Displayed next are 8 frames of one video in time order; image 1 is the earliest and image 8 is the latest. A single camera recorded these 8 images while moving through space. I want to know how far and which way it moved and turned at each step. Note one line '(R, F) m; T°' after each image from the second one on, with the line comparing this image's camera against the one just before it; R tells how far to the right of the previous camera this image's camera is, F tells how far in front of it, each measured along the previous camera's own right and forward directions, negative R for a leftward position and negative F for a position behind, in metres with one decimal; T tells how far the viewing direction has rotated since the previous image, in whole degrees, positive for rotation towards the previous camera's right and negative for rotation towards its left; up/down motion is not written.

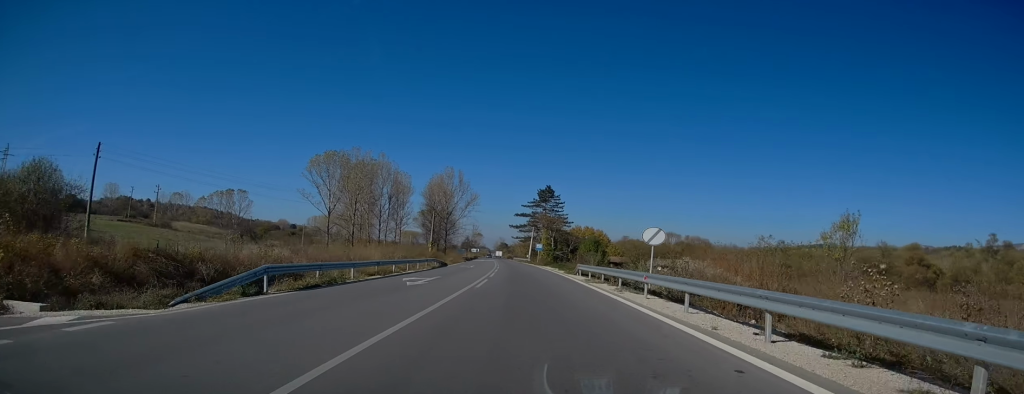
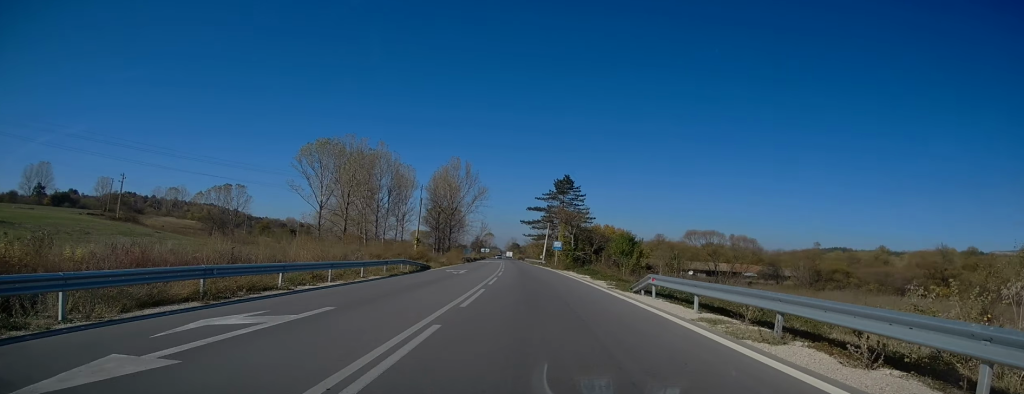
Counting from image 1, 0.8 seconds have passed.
(+0.2, +15.1) m; -1°
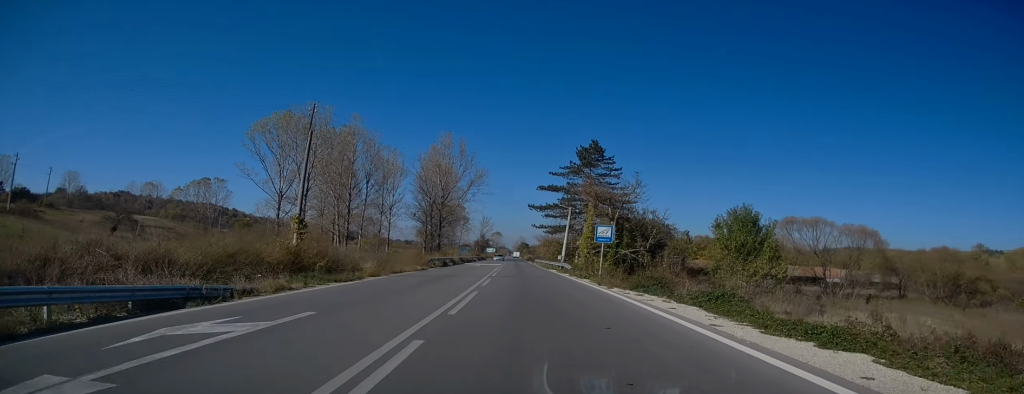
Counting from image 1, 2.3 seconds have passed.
(-0.7, +26.4) m; -2°
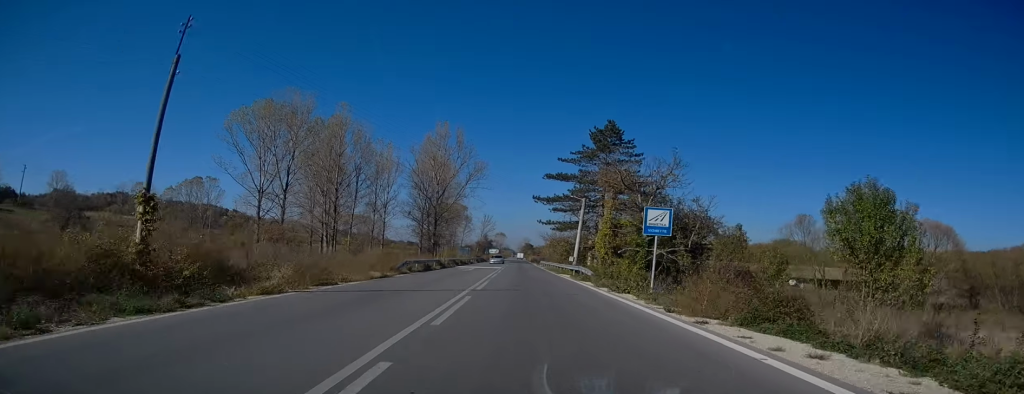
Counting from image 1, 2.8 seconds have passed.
(0.0, +9.7) m; 0°
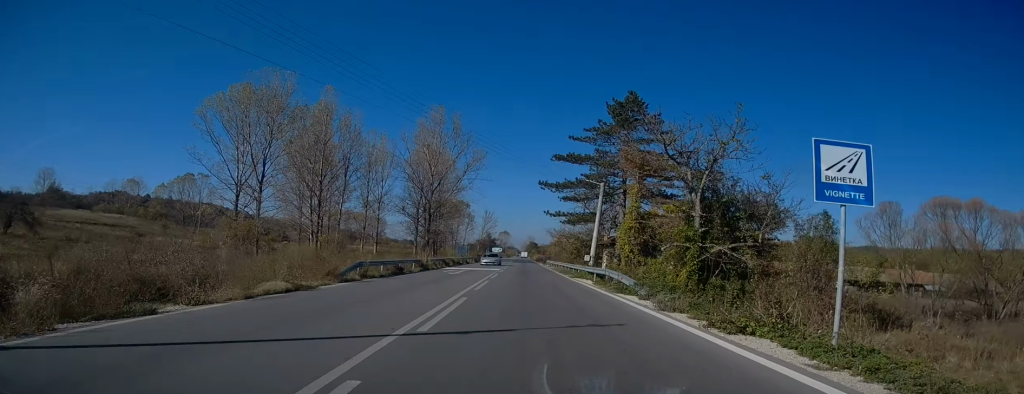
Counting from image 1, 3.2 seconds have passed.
(0.0, +9.4) m; 0°
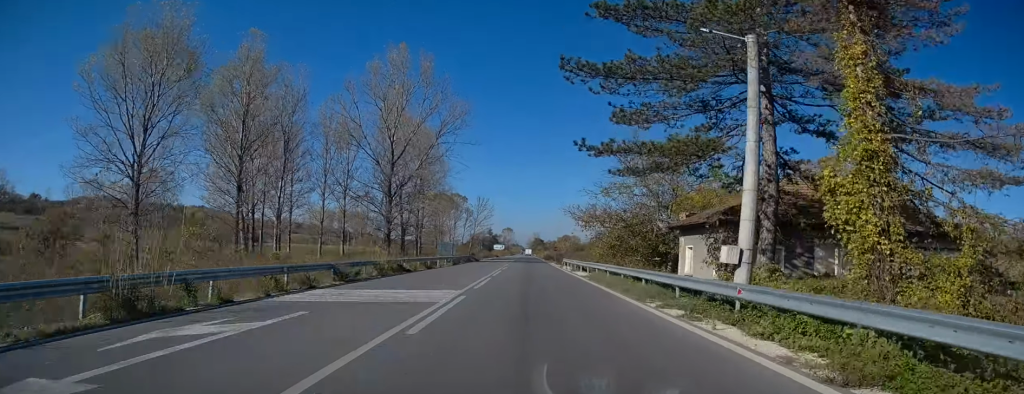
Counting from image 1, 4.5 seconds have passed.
(-0.1, +27.2) m; 0°
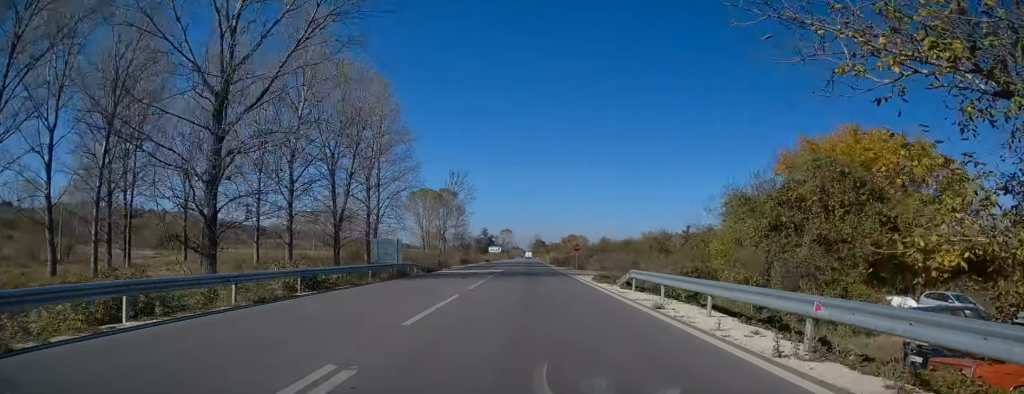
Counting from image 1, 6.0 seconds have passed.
(-0.1, +32.8) m; -1°
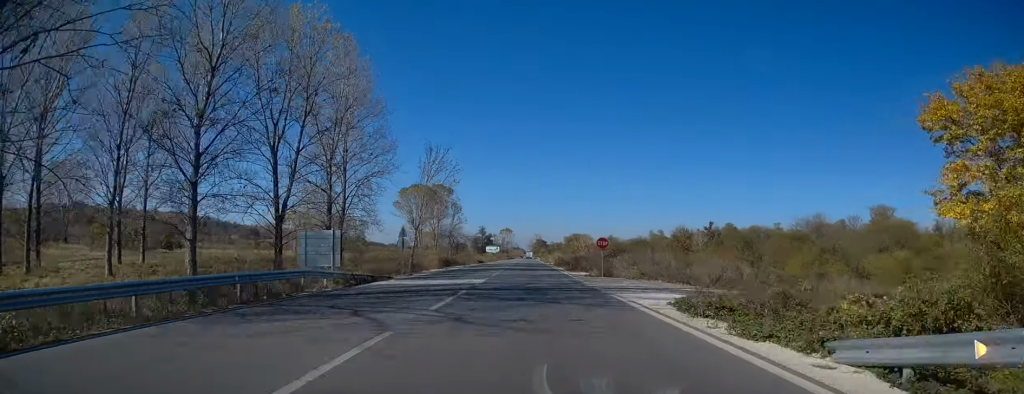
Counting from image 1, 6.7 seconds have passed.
(-0.2, +16.0) m; -1°
